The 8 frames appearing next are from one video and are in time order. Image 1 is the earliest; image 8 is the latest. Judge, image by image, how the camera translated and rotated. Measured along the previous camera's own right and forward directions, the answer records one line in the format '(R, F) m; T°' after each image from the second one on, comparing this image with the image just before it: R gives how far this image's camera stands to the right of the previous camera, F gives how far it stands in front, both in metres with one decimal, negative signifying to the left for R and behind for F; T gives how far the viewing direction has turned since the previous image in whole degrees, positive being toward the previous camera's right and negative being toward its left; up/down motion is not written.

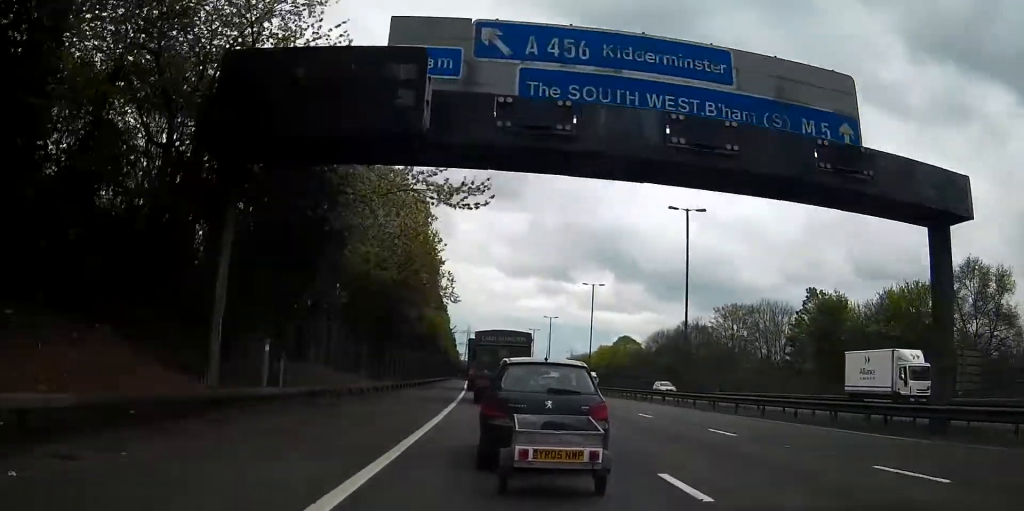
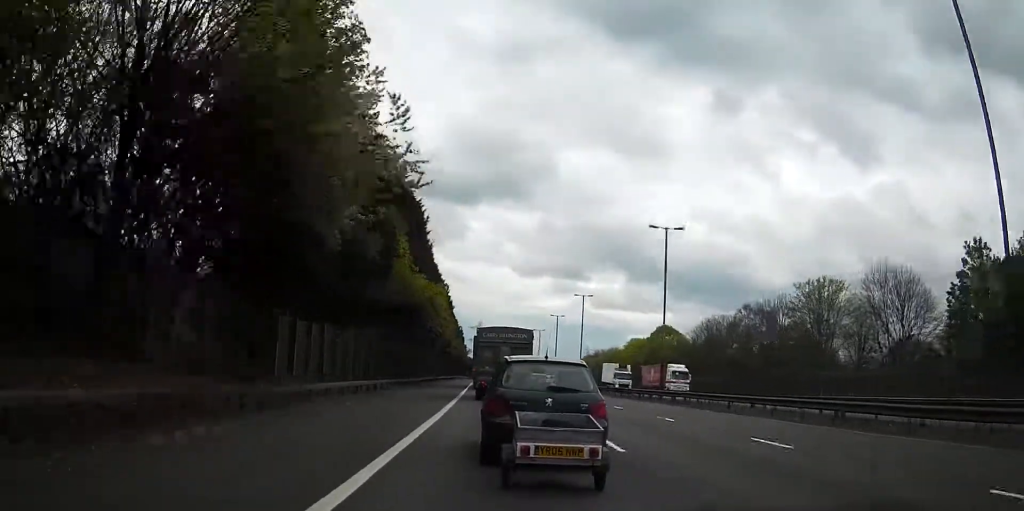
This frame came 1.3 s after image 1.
(0.0, +30.8) m; 0°
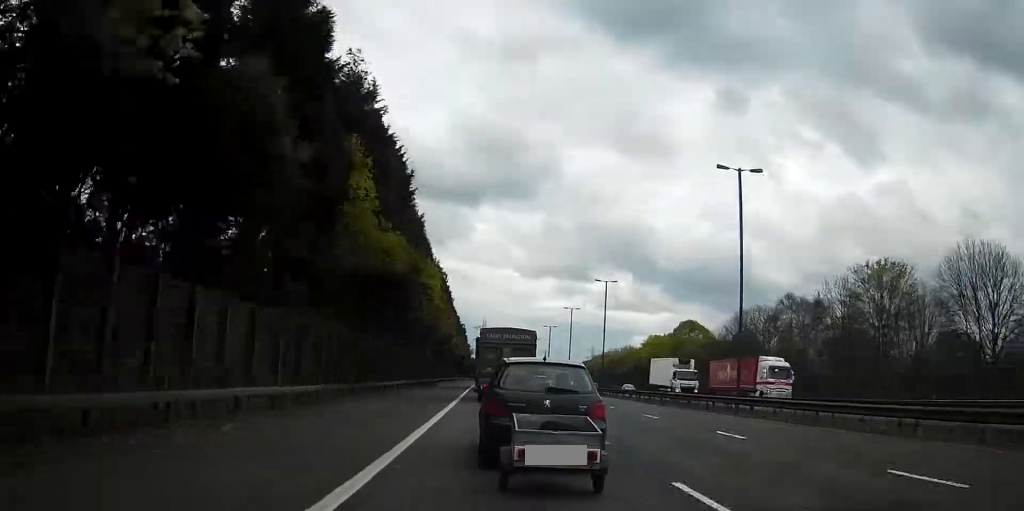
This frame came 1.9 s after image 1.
(-0.1, +15.8) m; 0°
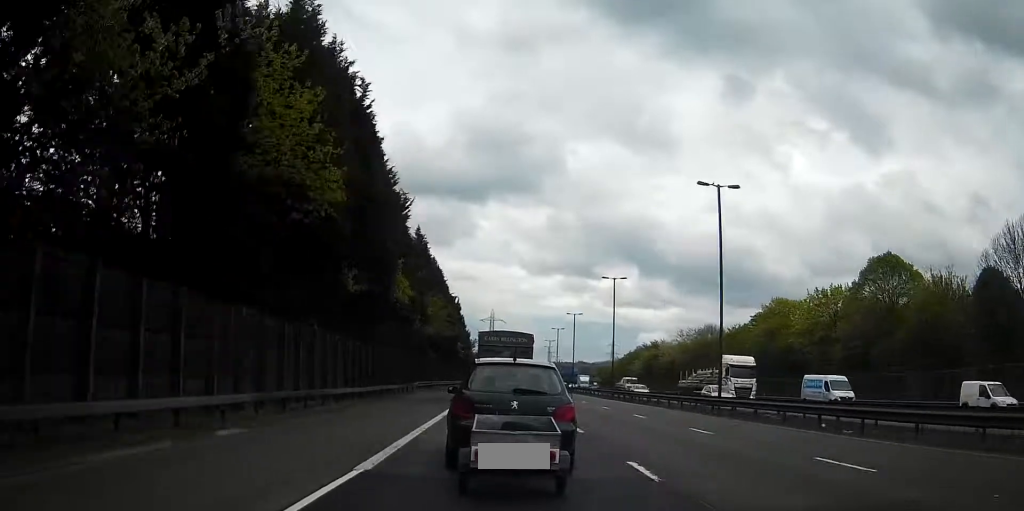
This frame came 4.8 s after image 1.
(-0.7, +70.8) m; -1°
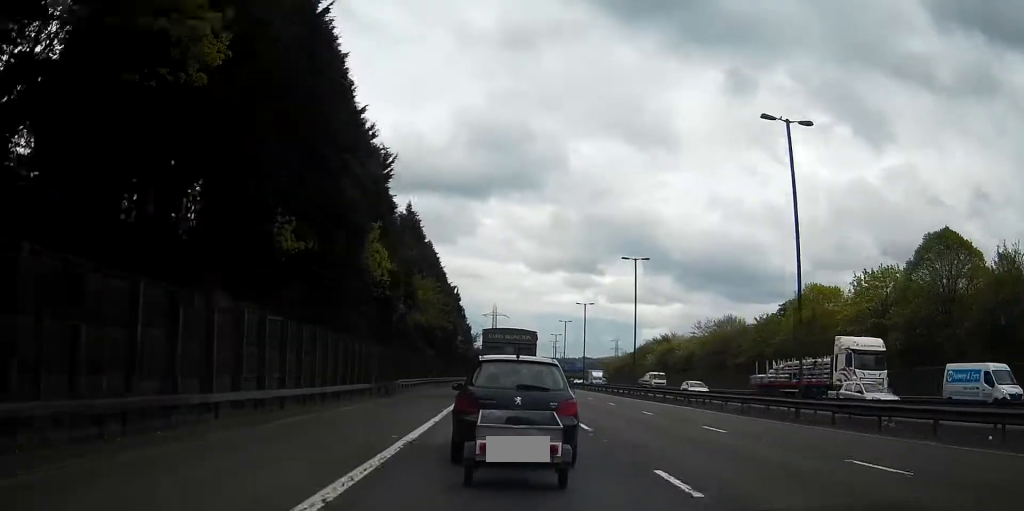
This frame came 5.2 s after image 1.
(0.0, +10.3) m; 0°
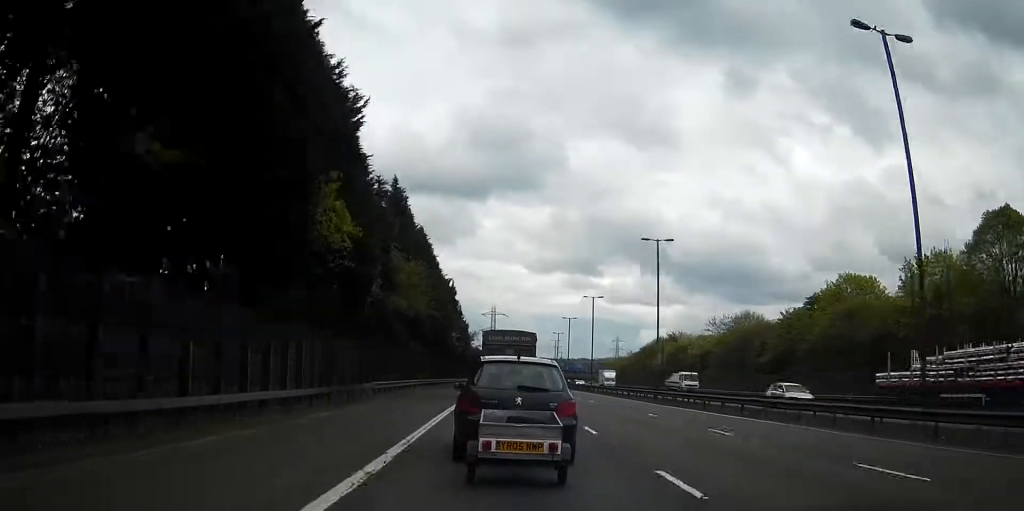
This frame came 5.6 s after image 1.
(0.0, +9.5) m; 0°
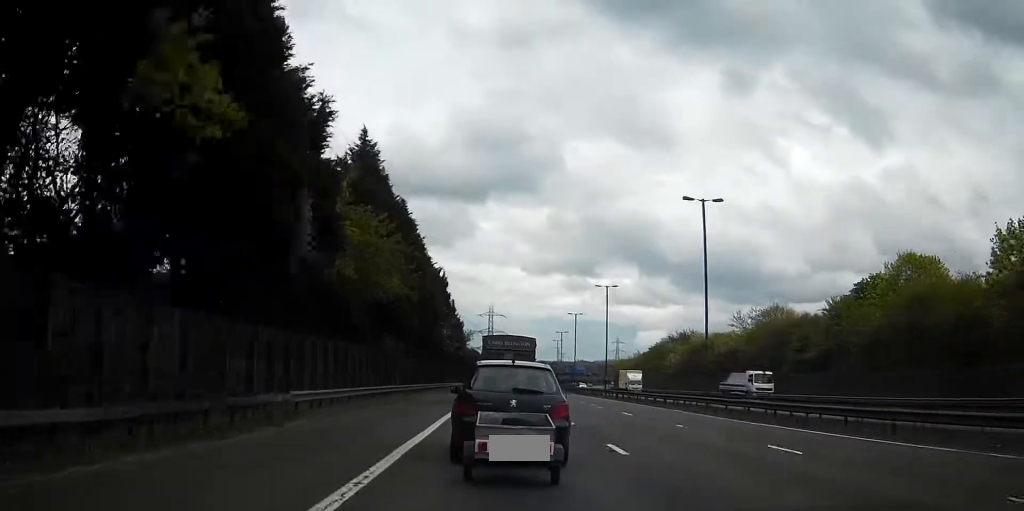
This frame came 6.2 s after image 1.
(0.0, +13.5) m; 0°
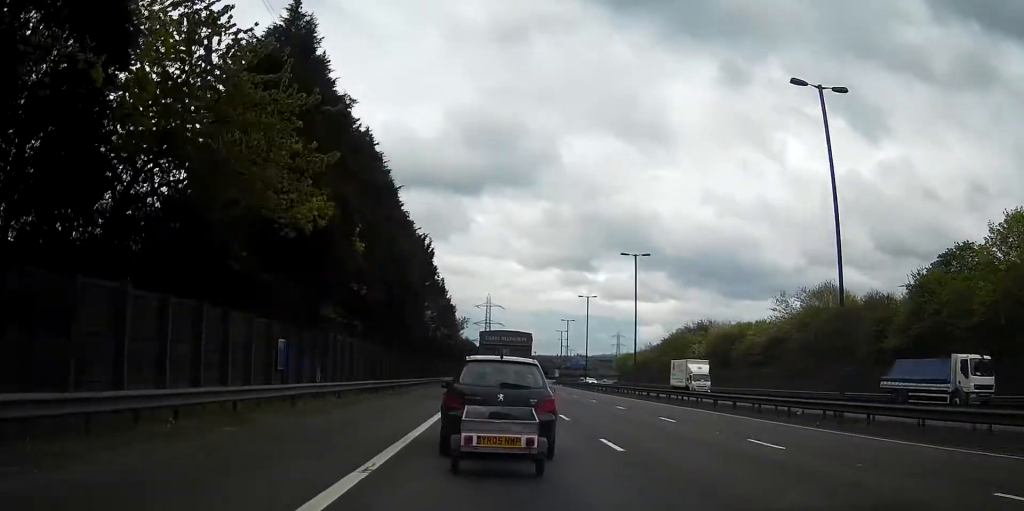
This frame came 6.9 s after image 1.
(0.0, +17.7) m; 0°
